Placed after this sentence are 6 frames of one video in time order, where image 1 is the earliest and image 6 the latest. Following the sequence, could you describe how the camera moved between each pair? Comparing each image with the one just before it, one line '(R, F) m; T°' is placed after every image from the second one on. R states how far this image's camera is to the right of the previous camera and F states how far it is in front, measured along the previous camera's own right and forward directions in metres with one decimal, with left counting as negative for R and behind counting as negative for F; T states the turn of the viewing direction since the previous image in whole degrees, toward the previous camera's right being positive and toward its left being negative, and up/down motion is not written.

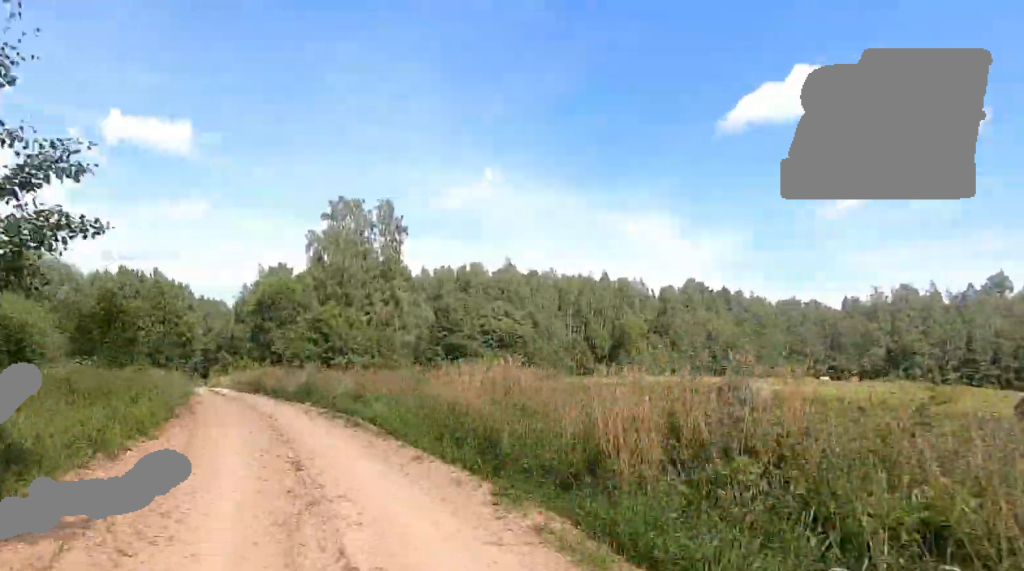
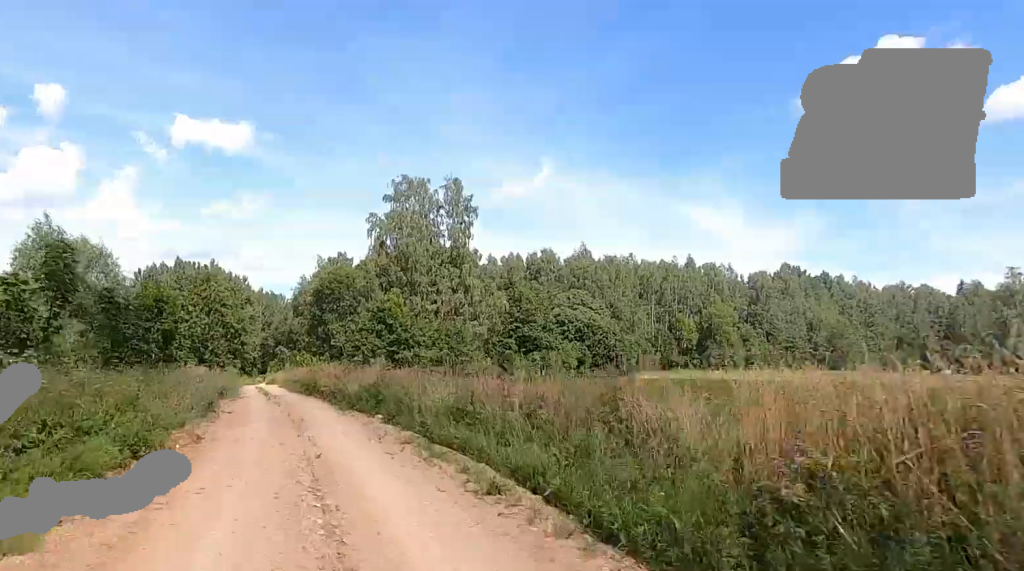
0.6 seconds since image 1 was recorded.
(0.0, +8.2) m; -14°
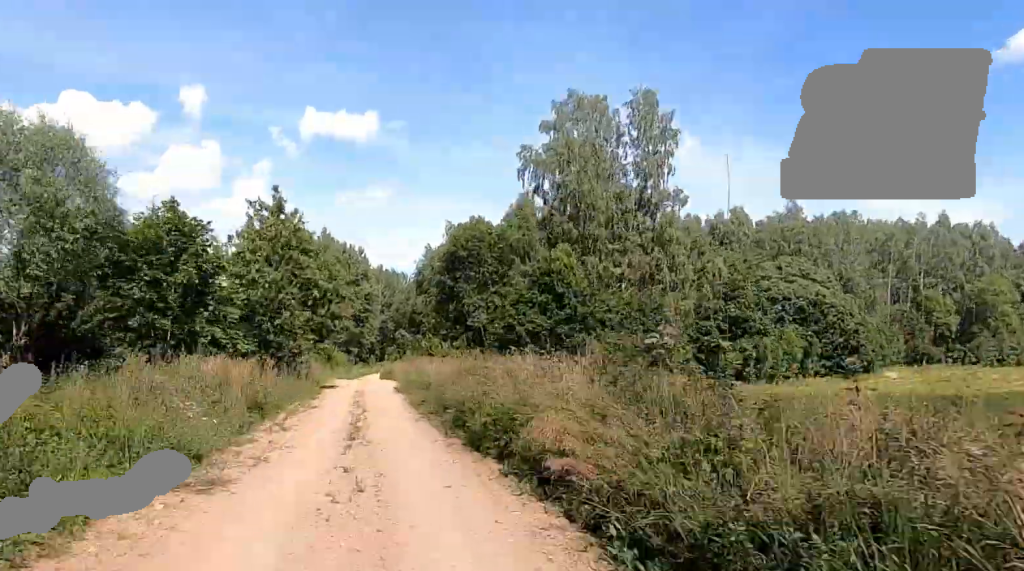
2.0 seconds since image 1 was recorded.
(-7.6, +20.7) m; -20°
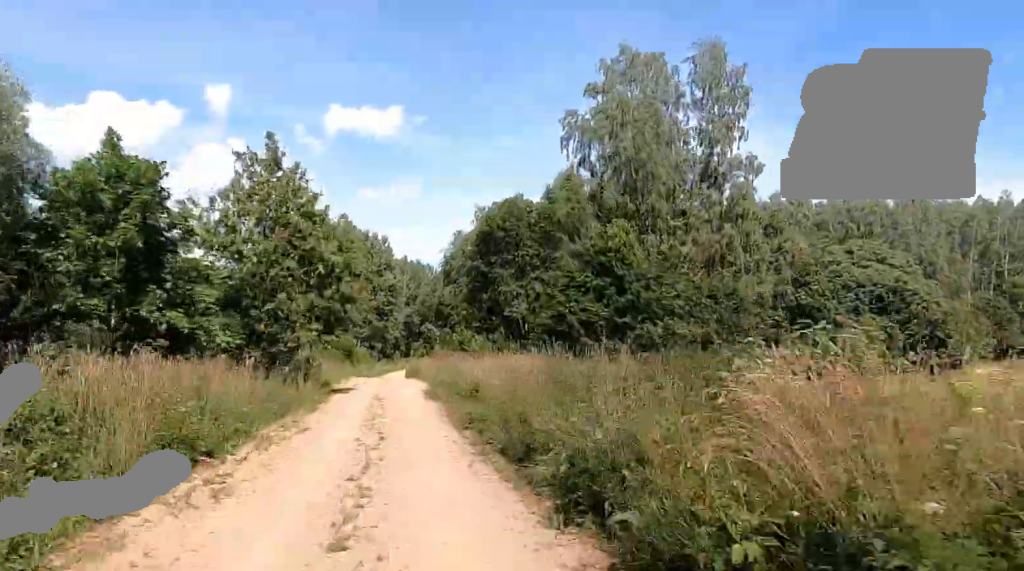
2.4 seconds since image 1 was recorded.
(0.0, +6.6) m; 0°
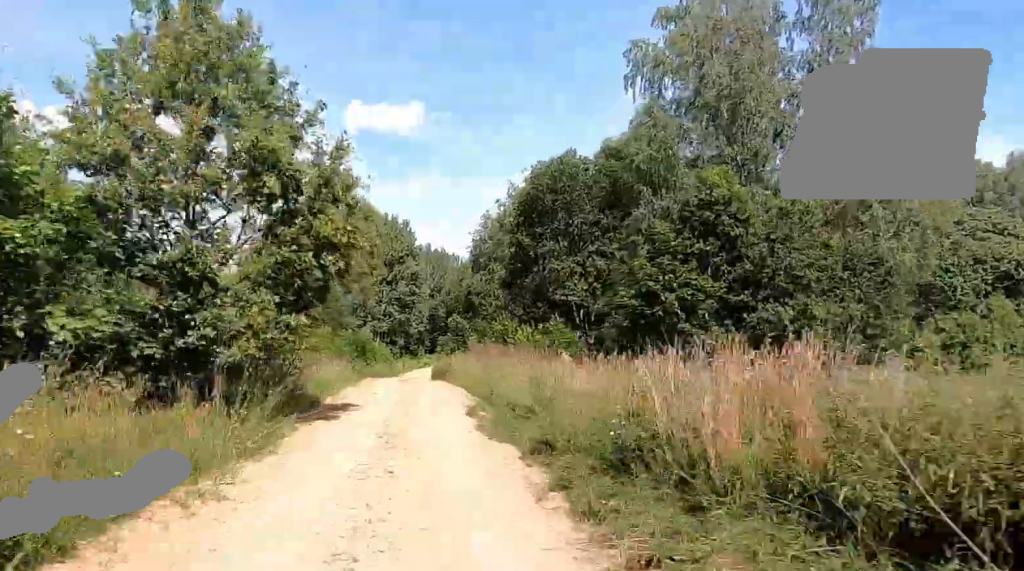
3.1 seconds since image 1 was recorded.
(0.0, +9.6) m; 0°
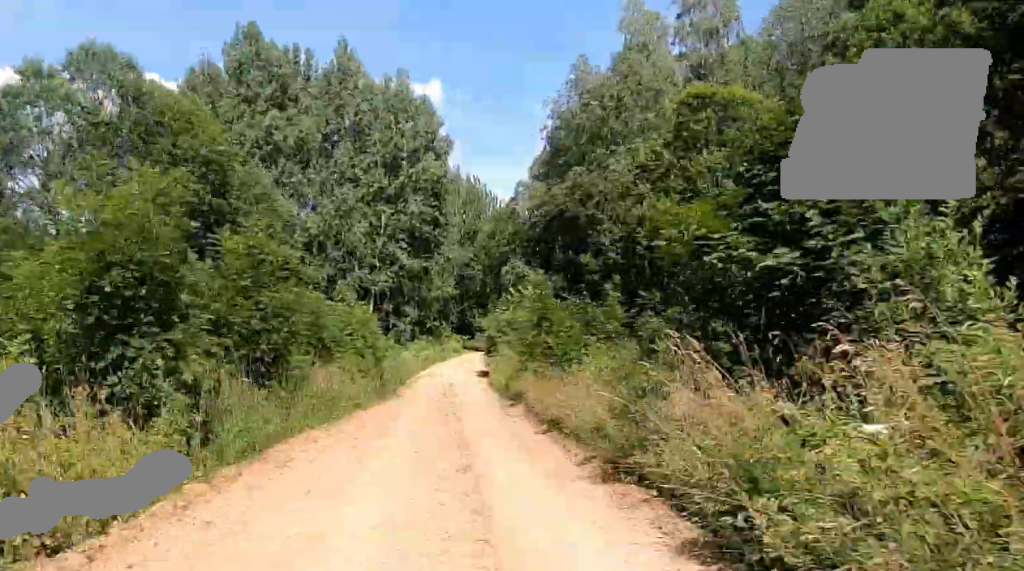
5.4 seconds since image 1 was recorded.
(0.0, +35.6) m; 0°
